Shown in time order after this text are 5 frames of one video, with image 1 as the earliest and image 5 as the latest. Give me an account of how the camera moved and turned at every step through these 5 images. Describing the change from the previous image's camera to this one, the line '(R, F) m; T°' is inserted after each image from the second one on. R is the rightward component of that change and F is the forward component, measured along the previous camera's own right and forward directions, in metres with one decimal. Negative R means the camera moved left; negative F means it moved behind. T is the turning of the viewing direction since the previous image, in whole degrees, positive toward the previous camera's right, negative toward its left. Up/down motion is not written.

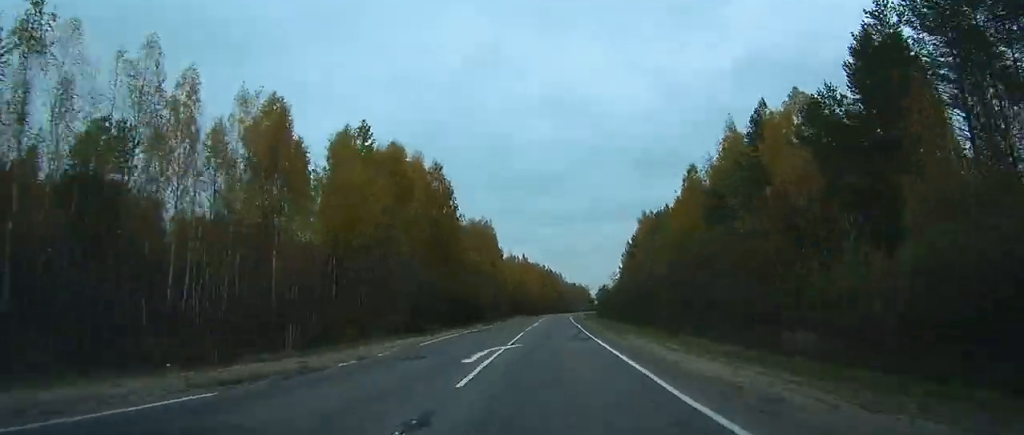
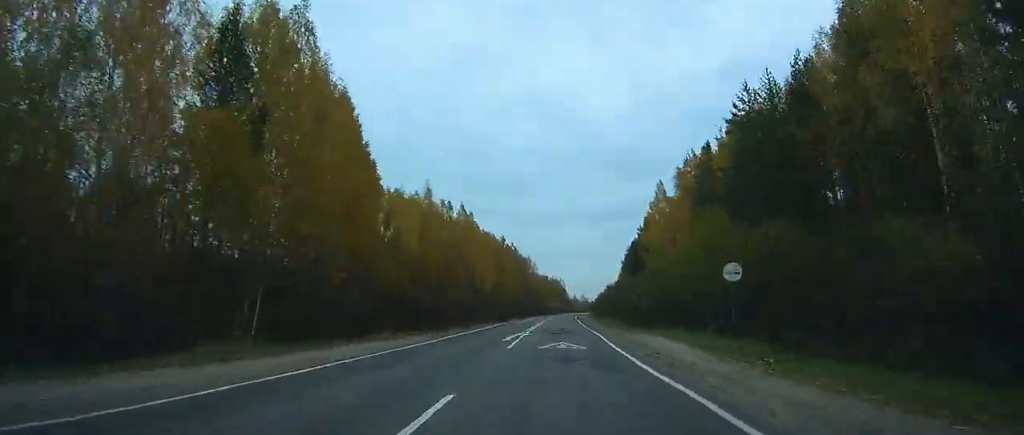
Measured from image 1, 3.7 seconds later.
(+2.1, +95.9) m; +3°
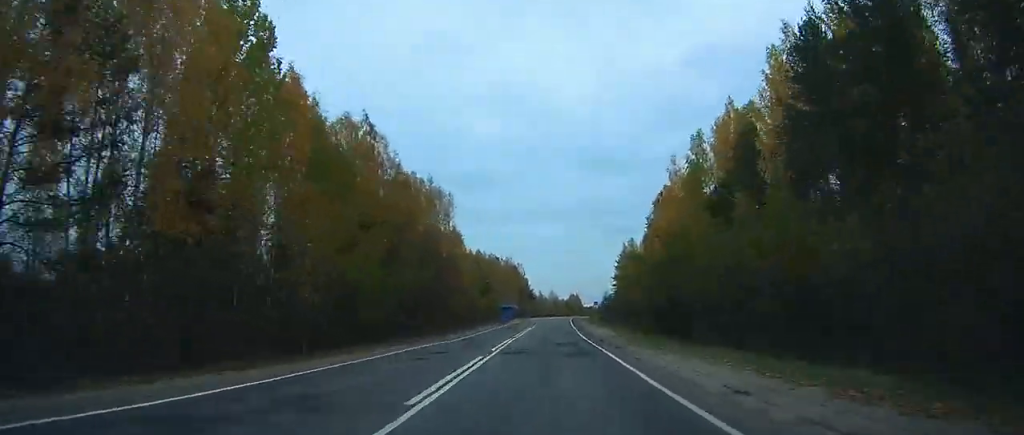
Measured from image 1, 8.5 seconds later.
(+4.0, +123.1) m; +3°
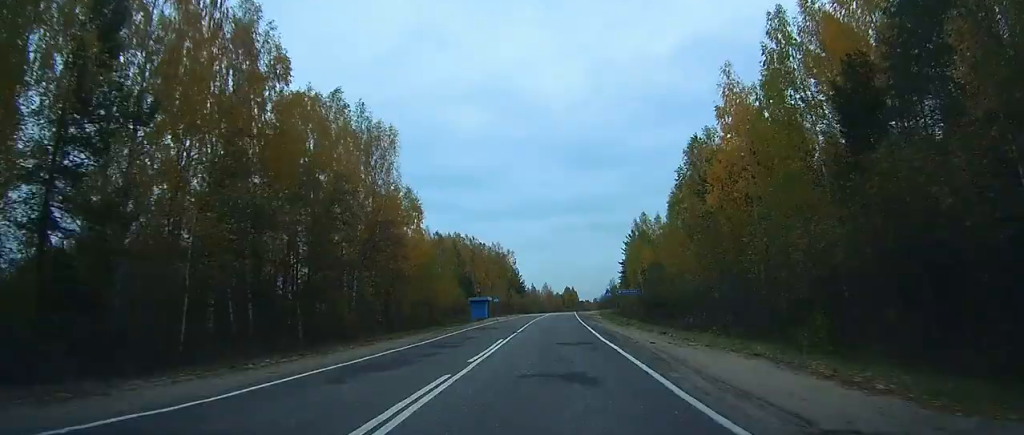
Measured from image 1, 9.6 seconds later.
(+0.1, +28.5) m; +1°
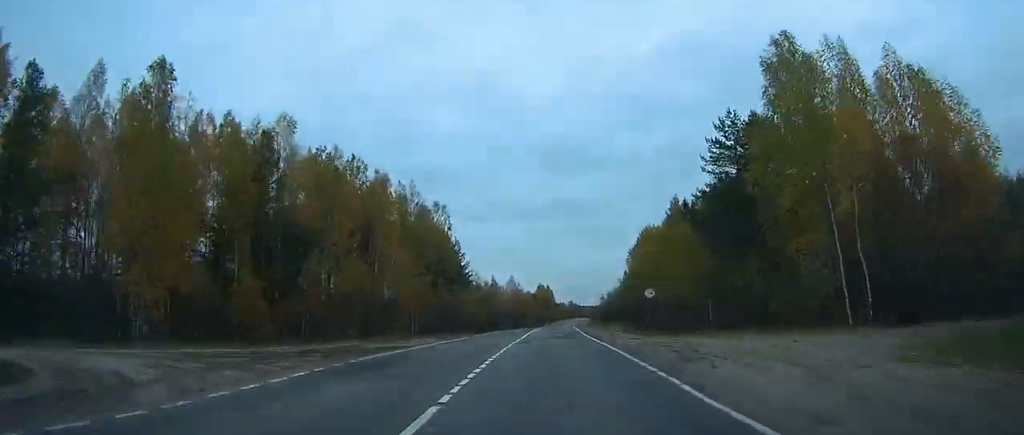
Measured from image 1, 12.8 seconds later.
(+1.8, +83.6) m; +2°
